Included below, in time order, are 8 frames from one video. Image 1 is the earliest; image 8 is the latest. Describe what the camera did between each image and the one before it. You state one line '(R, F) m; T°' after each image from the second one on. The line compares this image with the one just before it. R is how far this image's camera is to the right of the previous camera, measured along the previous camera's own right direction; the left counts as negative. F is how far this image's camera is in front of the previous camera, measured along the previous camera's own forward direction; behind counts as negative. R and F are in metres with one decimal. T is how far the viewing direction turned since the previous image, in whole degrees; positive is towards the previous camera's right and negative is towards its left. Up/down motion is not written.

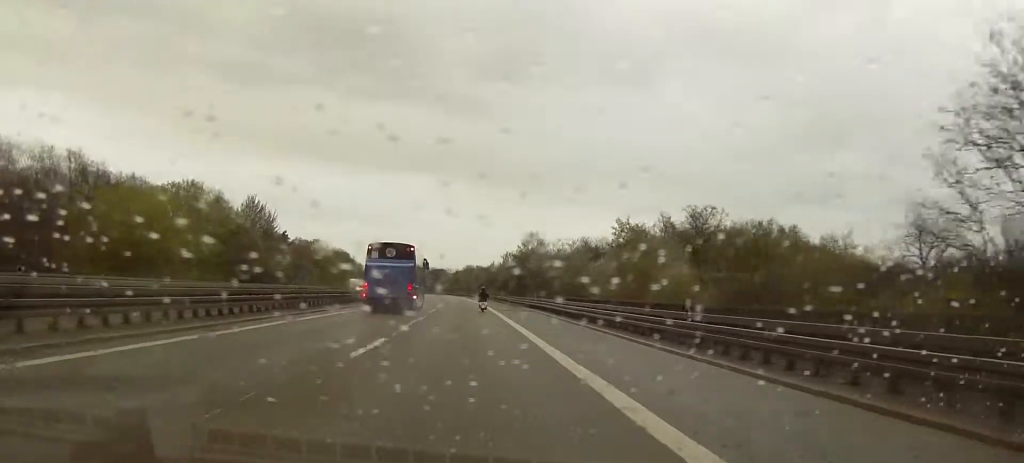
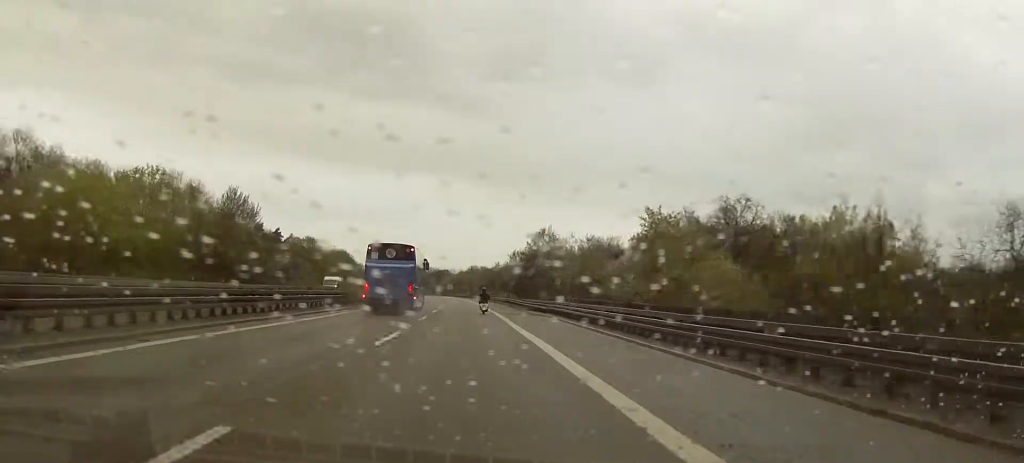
(0.0, +14.4) m; 0°
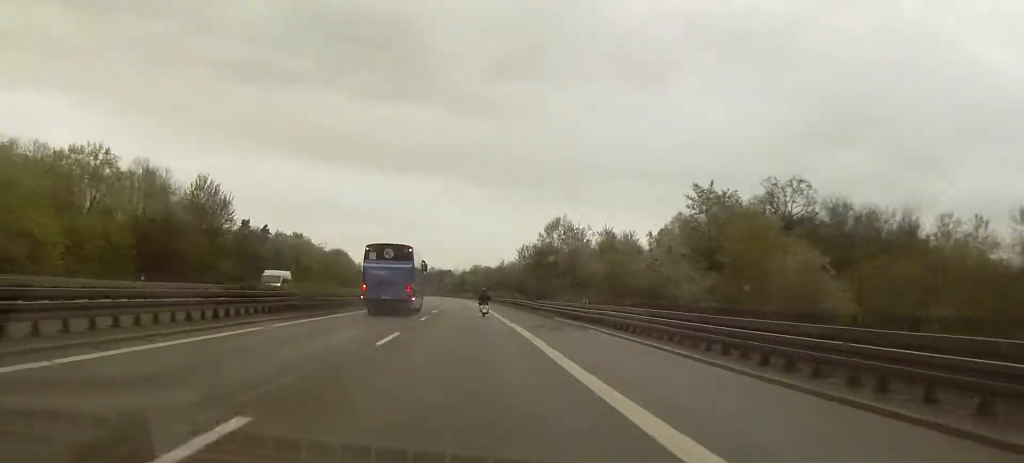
(0.0, +17.2) m; 0°
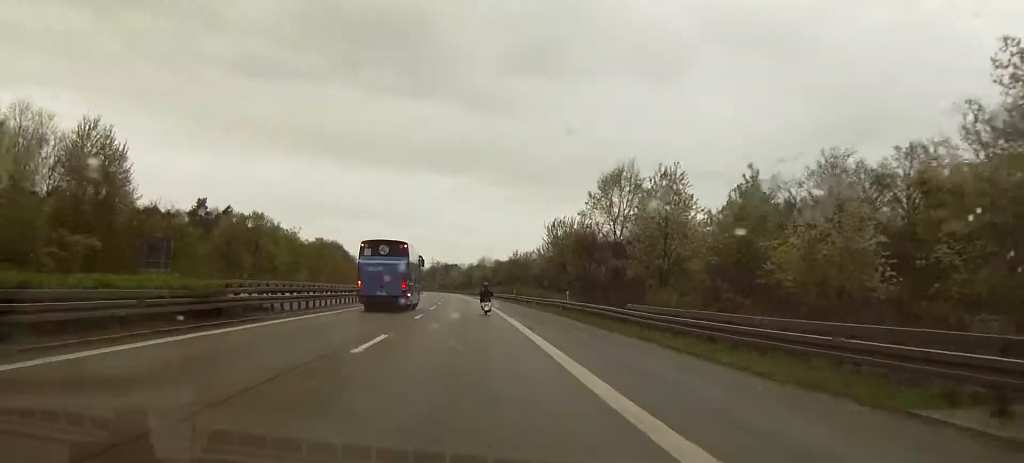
(+0.3, +40.7) m; 0°
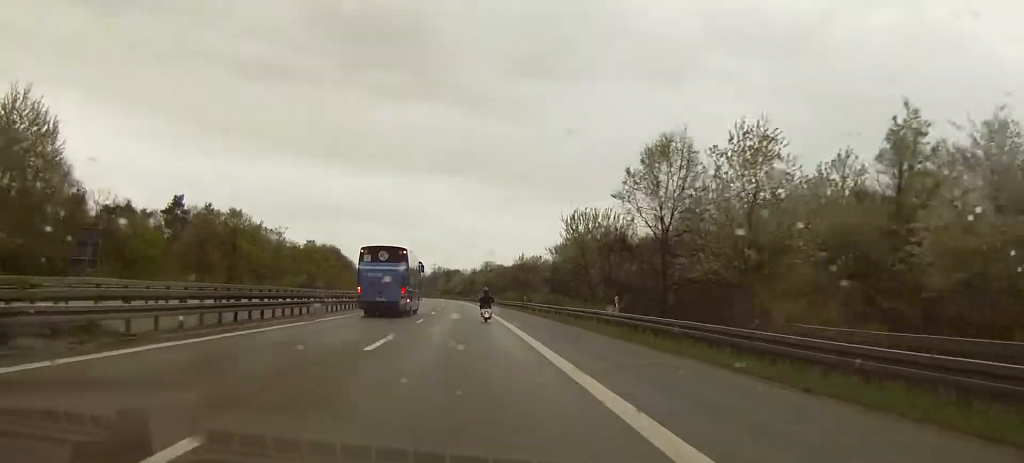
(-0.1, +15.8) m; -1°
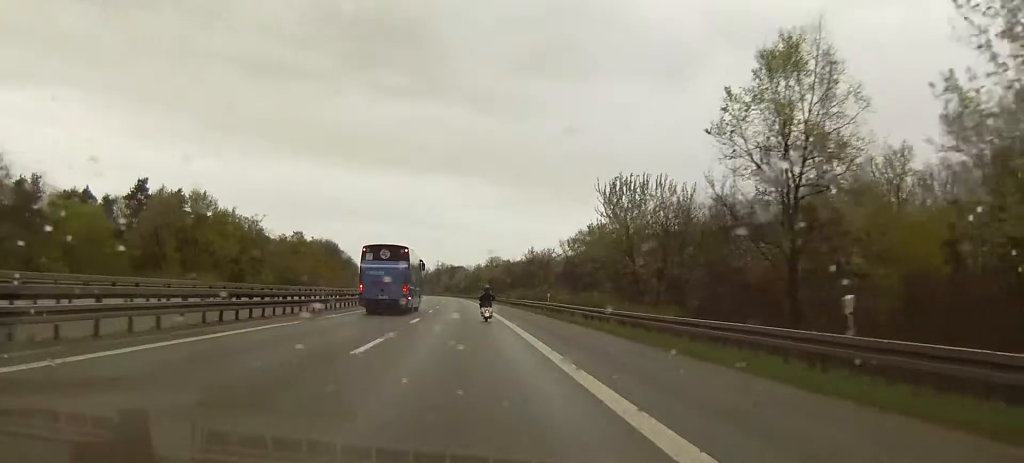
(-0.5, +20.2) m; -1°
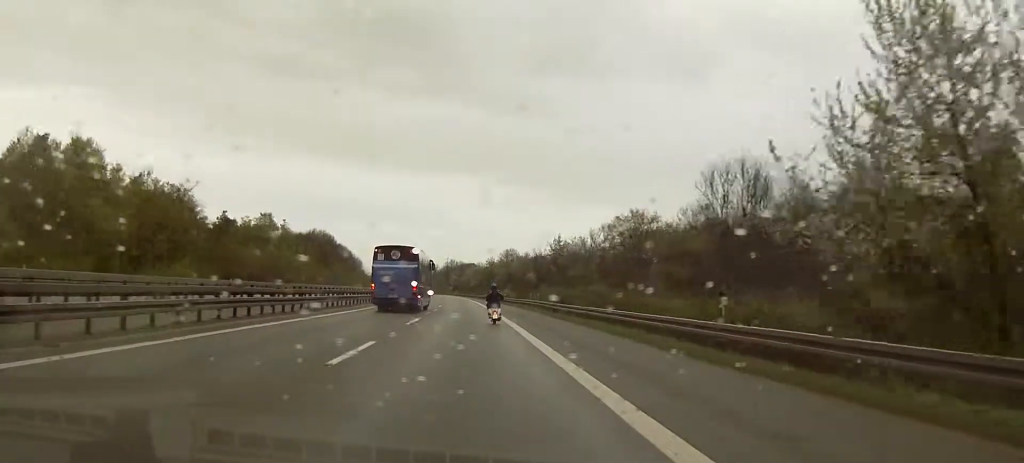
(+0.5, +39.0) m; +1°
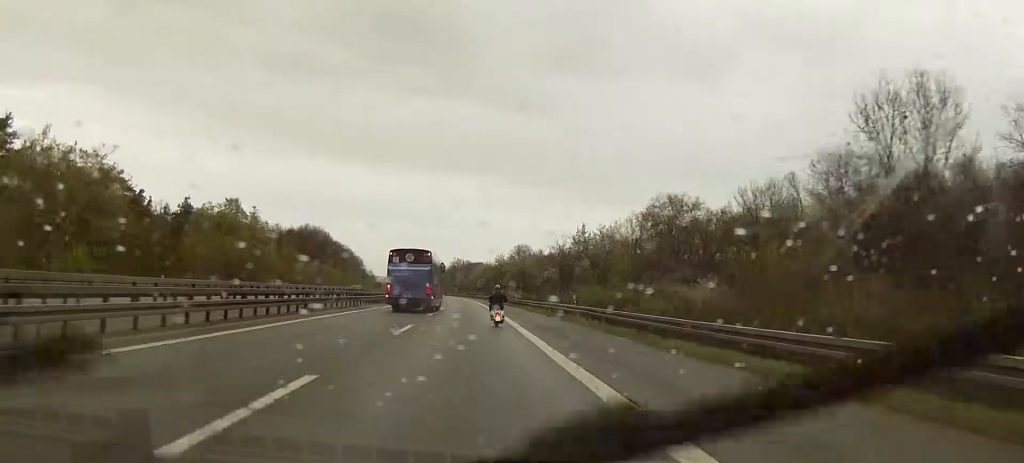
(0.0, +25.7) m; -1°
